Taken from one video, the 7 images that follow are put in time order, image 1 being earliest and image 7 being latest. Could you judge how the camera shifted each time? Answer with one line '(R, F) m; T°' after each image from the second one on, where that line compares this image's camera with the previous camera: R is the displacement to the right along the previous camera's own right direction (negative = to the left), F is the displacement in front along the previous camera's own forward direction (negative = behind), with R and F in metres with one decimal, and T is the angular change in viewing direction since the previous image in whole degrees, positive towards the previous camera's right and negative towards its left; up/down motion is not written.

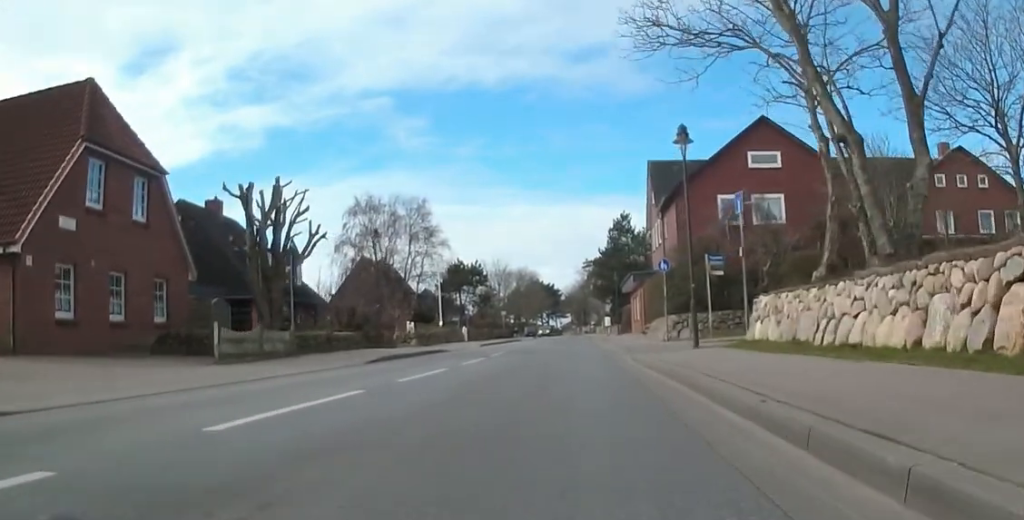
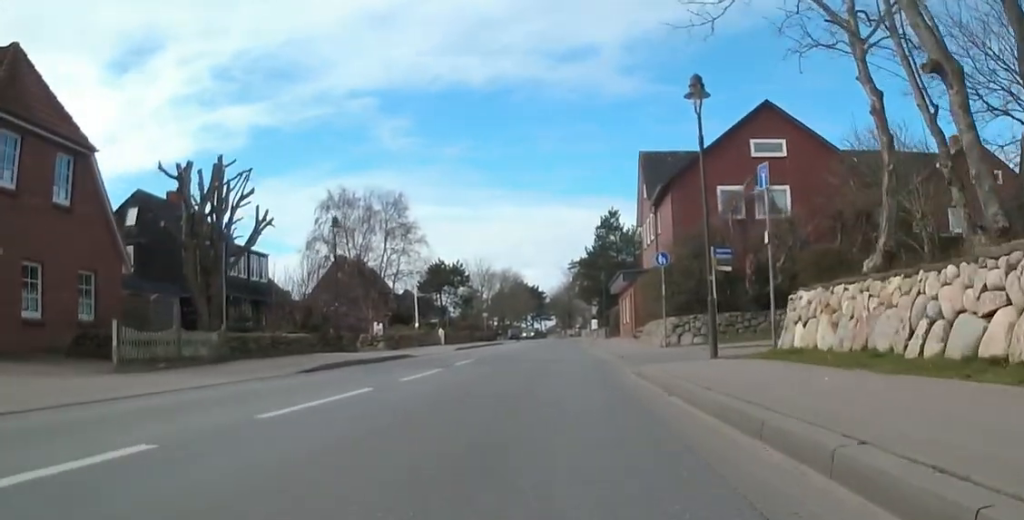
(0.0, +3.6) m; 0°
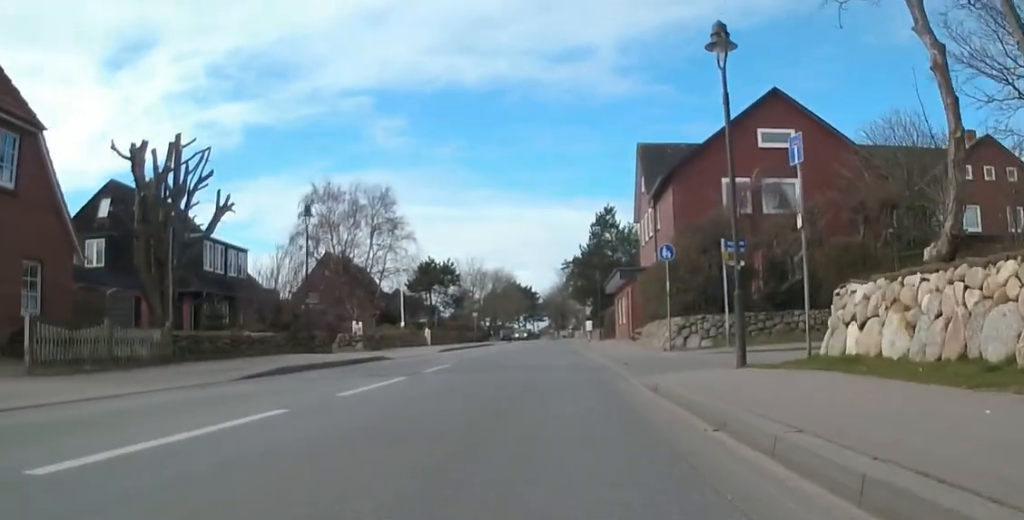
(0.0, +2.4) m; 0°
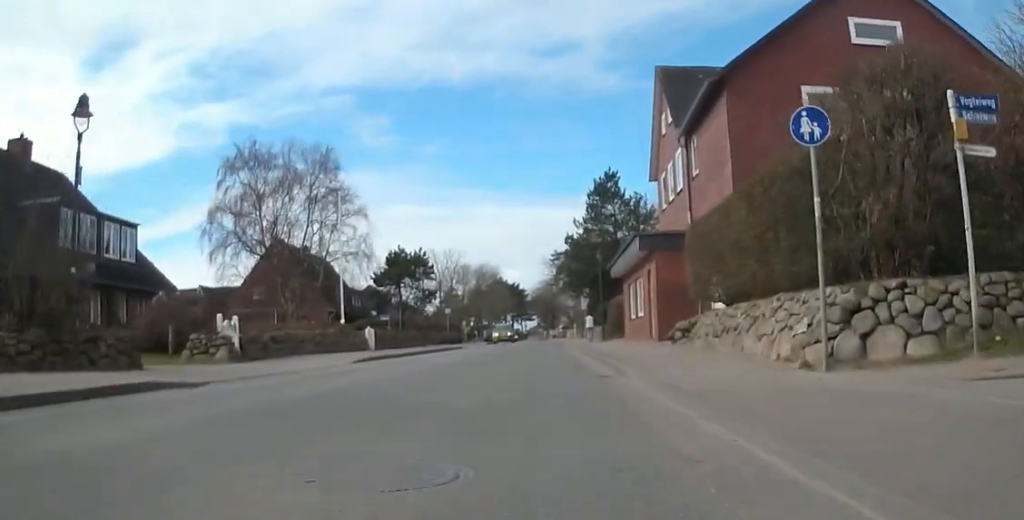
(0.0, +12.6) m; 0°
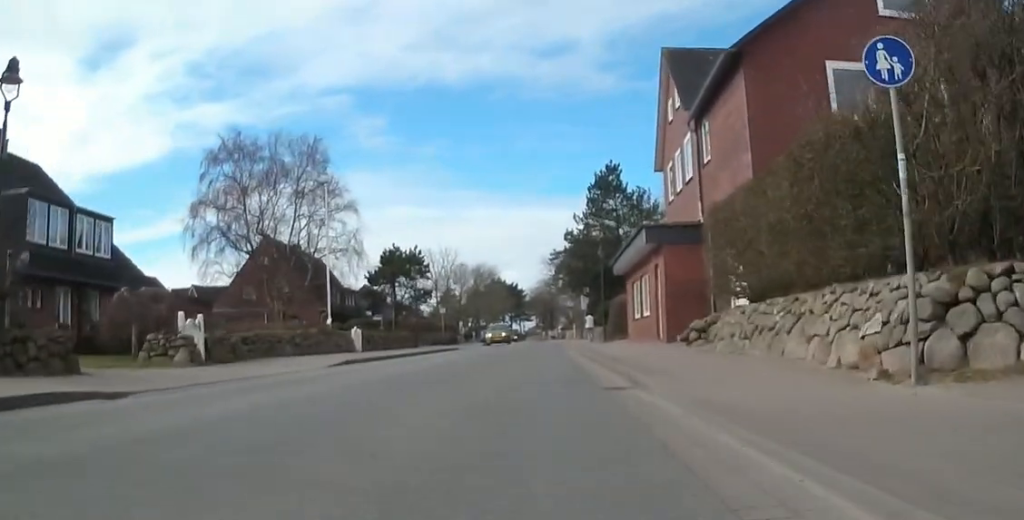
(0.0, +2.2) m; 0°
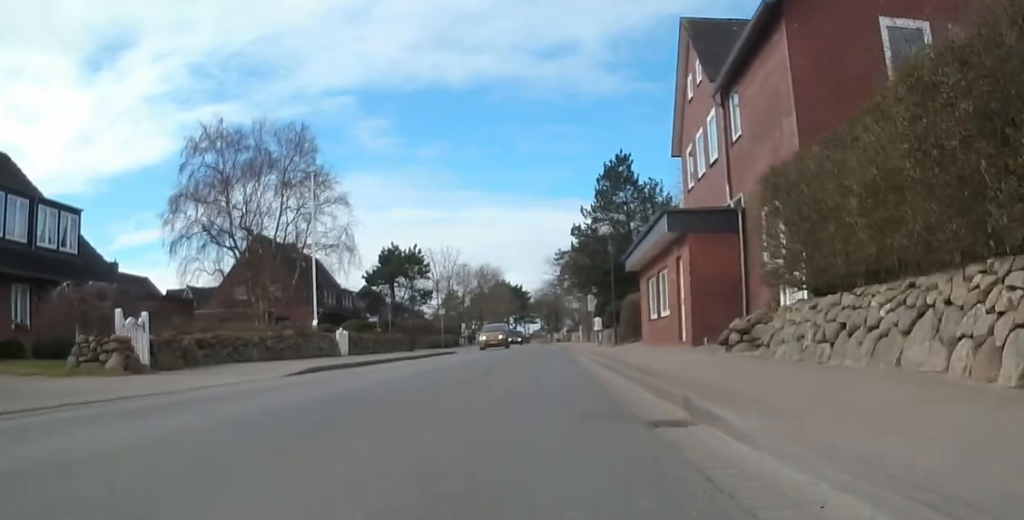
(0.0, +3.1) m; 0°
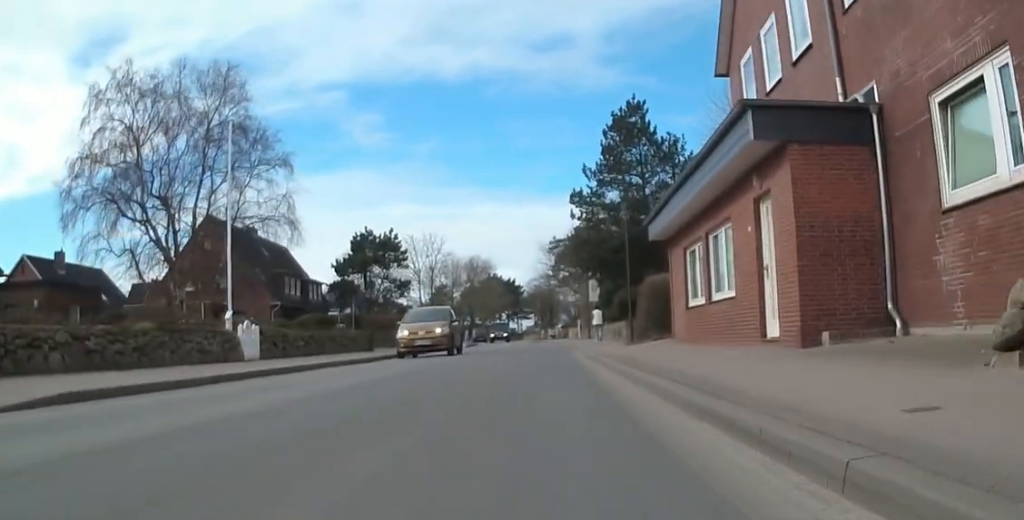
(0.0, +9.2) m; 0°
